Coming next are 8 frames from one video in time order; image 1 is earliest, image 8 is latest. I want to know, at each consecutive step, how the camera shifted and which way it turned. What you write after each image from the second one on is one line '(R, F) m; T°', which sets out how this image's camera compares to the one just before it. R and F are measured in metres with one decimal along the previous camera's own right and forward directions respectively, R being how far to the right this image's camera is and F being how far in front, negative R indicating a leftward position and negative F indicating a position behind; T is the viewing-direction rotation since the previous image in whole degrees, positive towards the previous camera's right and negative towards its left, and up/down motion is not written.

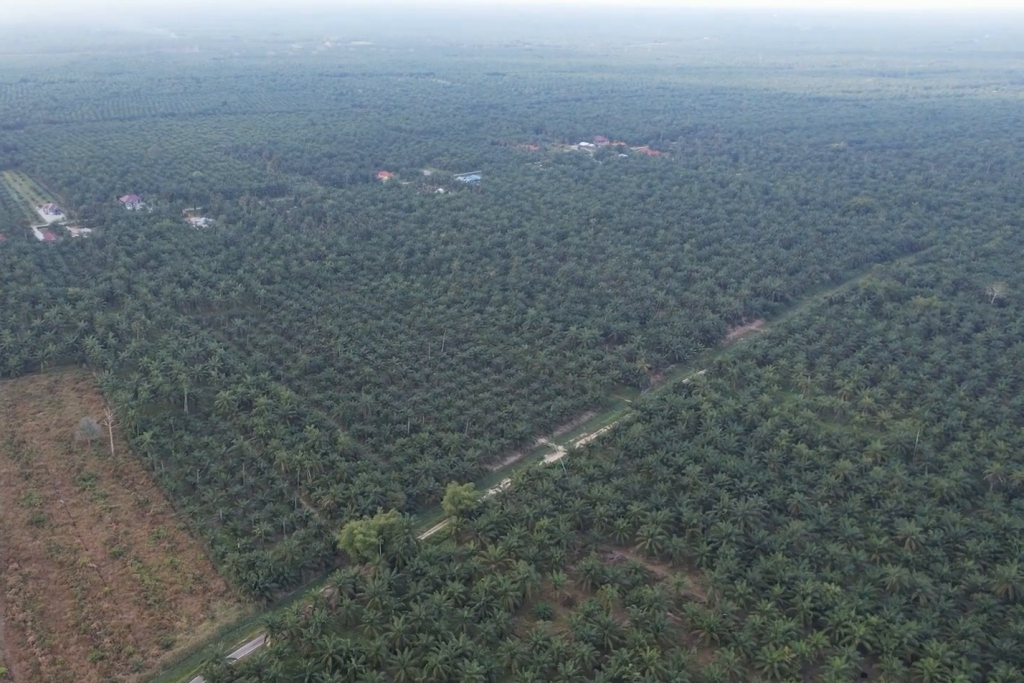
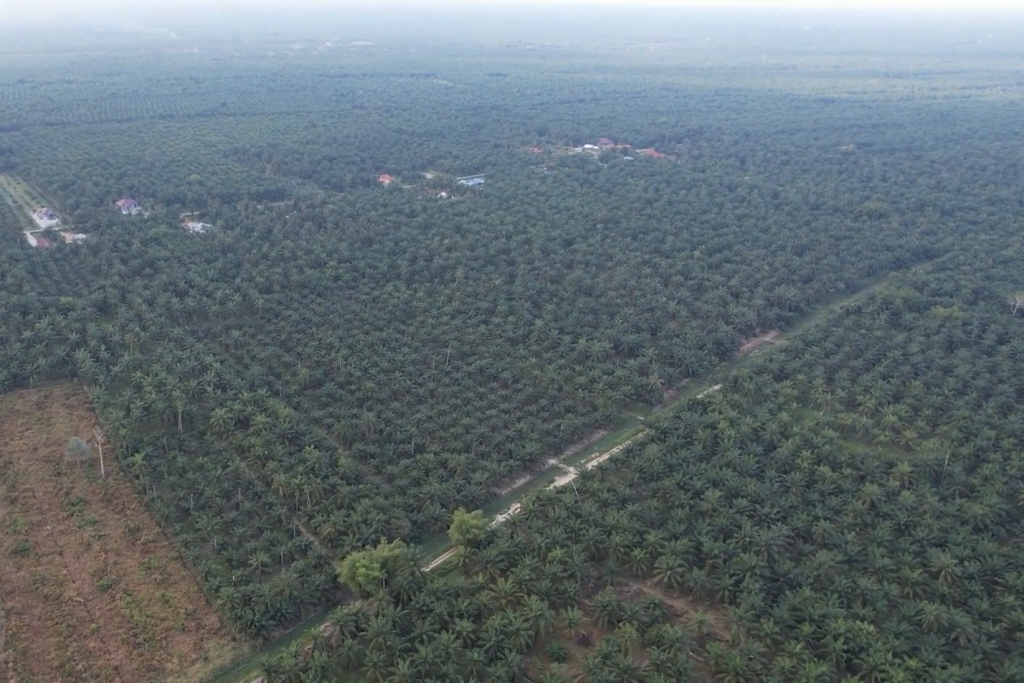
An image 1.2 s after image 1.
(0.0, +16.8) m; 0°
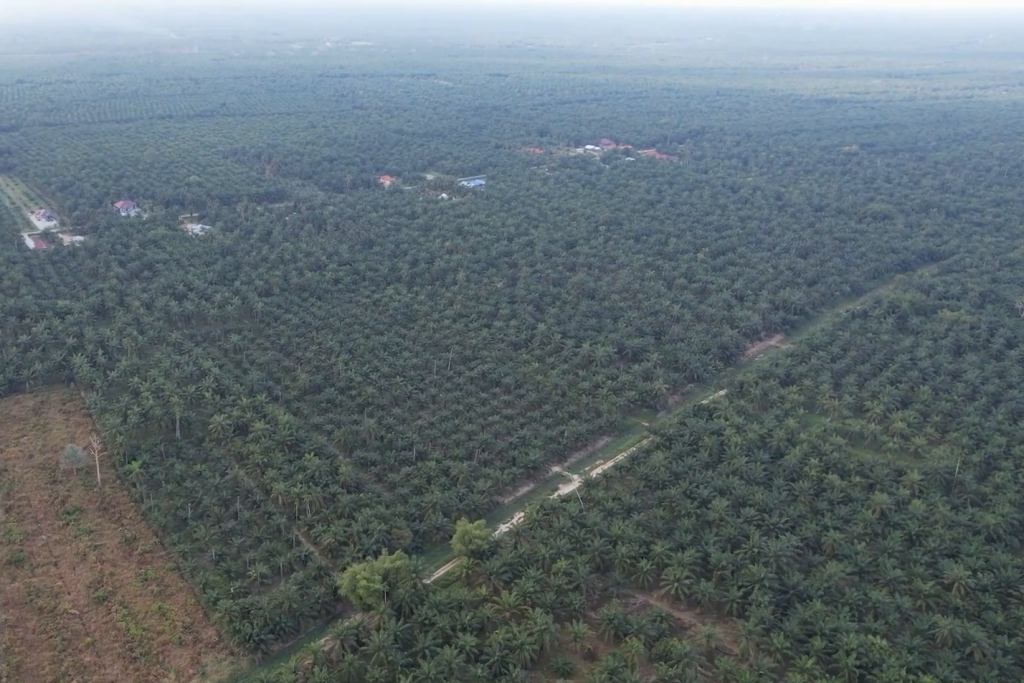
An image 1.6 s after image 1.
(0.0, +6.0) m; 0°
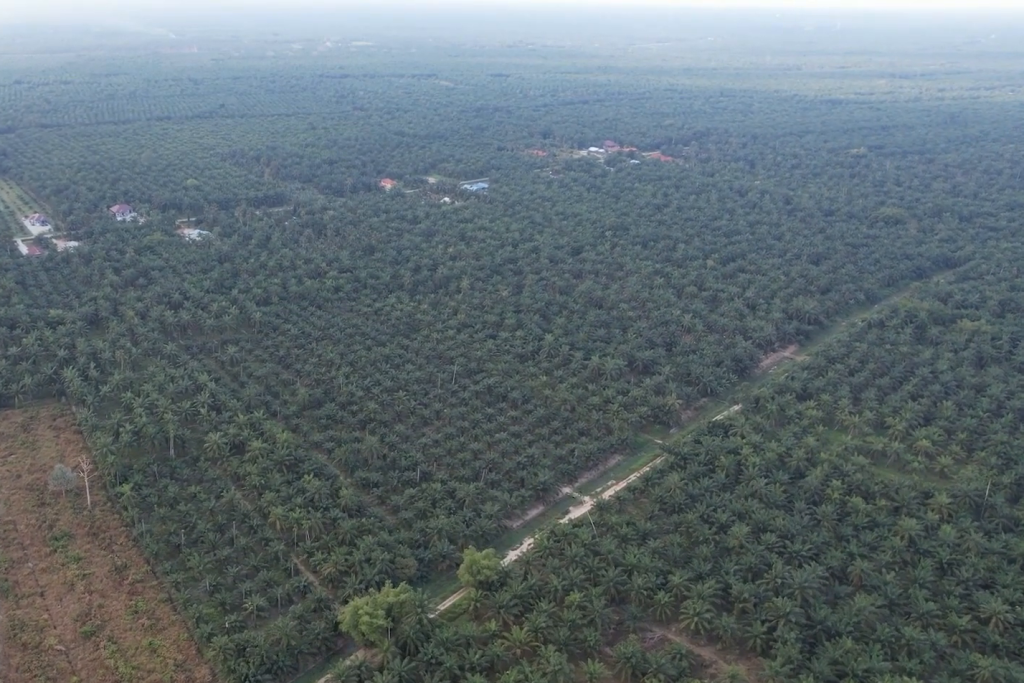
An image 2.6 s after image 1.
(0.0, +14.9) m; 0°
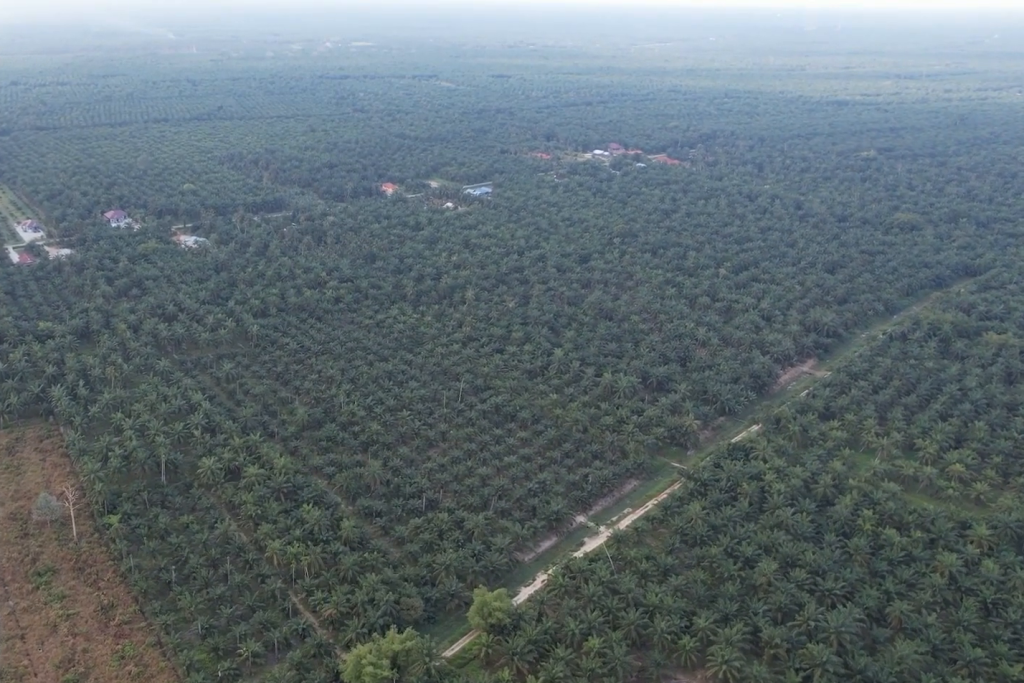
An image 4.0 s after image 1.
(0.0, +19.0) m; 0°
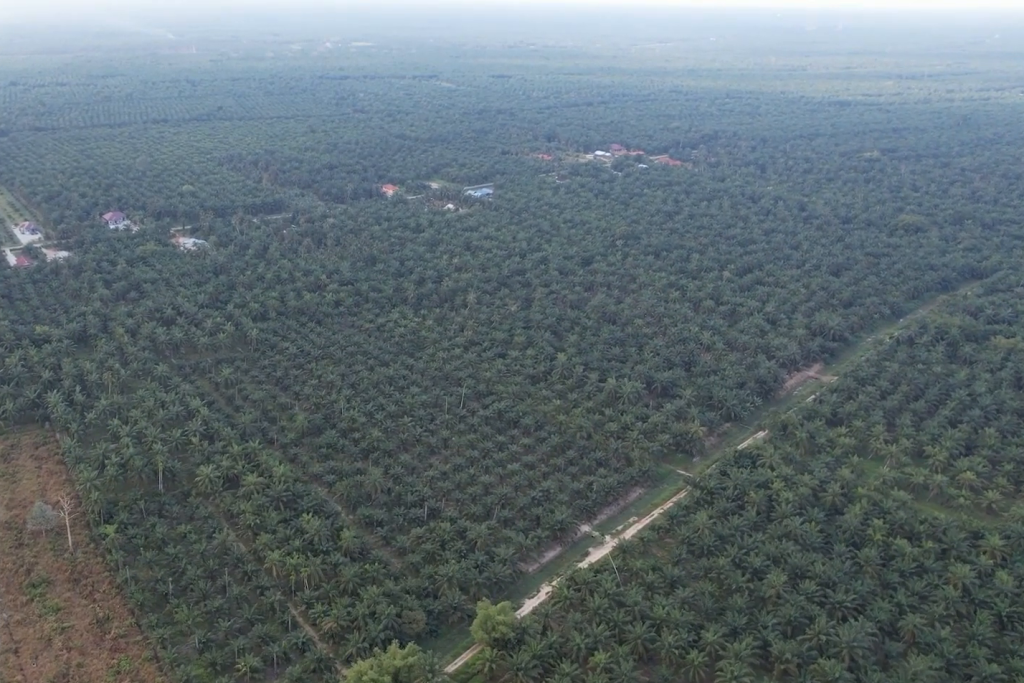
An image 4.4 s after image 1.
(0.0, +6.0) m; 0°
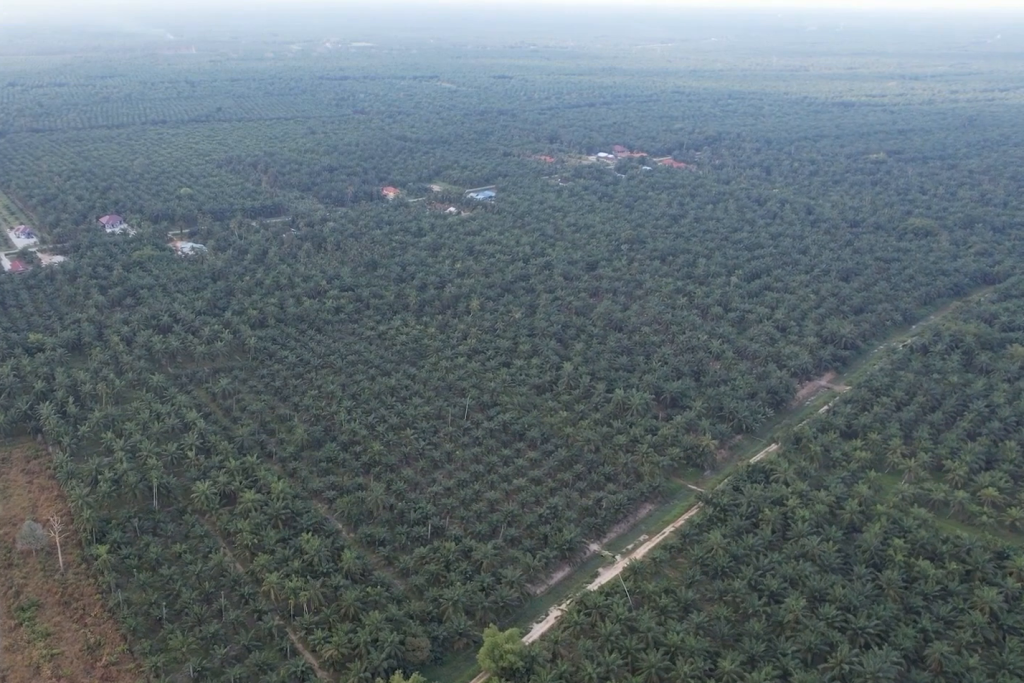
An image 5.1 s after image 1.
(0.0, +10.7) m; 0°
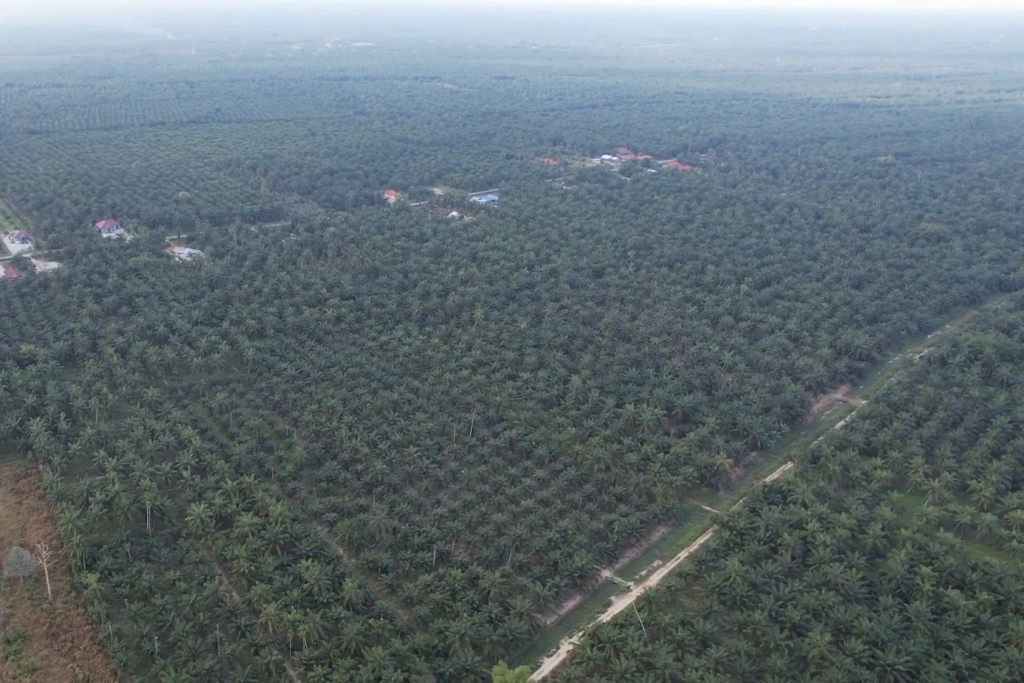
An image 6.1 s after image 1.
(0.0, +13.8) m; 0°
